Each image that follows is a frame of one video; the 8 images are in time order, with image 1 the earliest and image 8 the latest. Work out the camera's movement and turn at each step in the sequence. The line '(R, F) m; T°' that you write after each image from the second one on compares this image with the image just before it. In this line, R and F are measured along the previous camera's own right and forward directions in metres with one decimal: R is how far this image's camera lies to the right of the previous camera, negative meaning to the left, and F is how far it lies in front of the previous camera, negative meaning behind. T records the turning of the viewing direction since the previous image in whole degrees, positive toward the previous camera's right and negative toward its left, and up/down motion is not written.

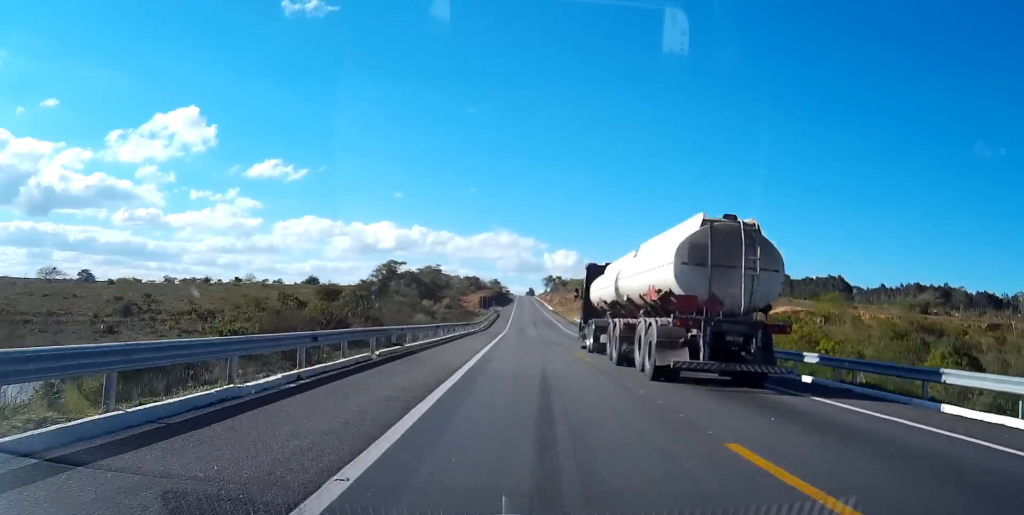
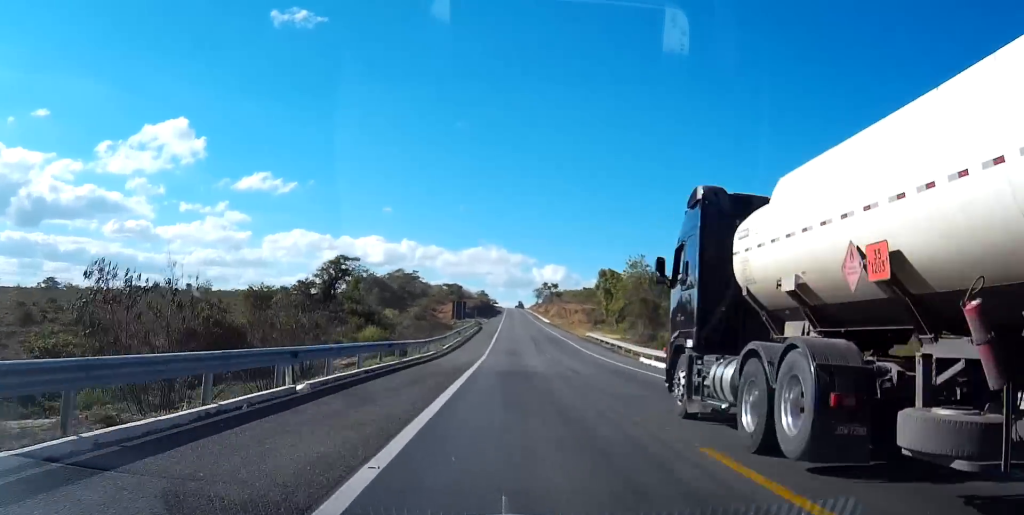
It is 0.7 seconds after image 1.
(0.0, +36.9) m; 0°
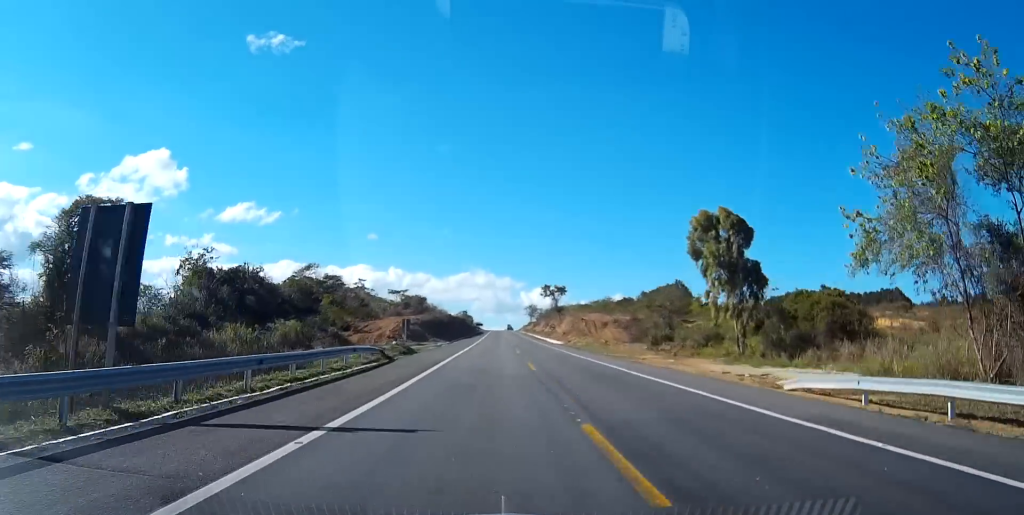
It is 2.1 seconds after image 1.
(+0.6, +70.5) m; +1°
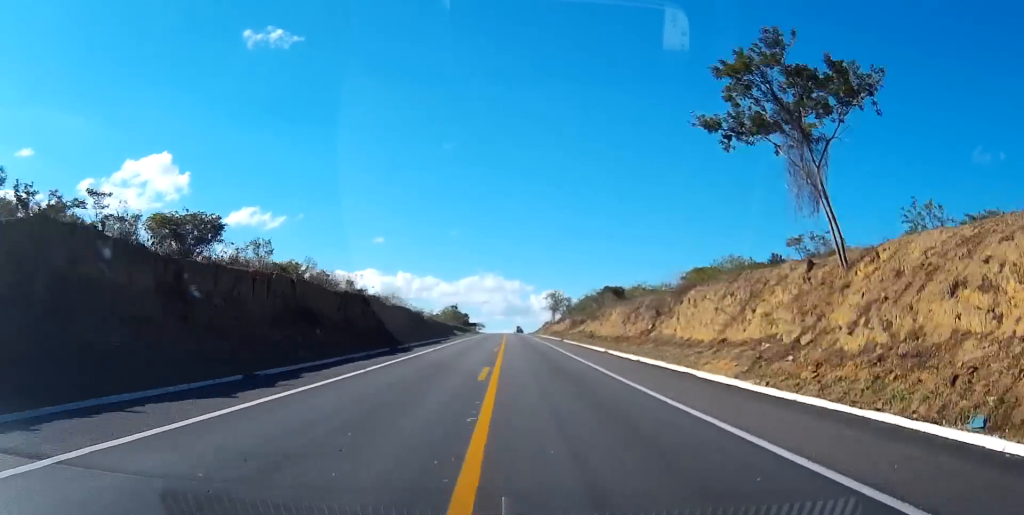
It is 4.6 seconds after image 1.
(-0.2, +121.3) m; 0°
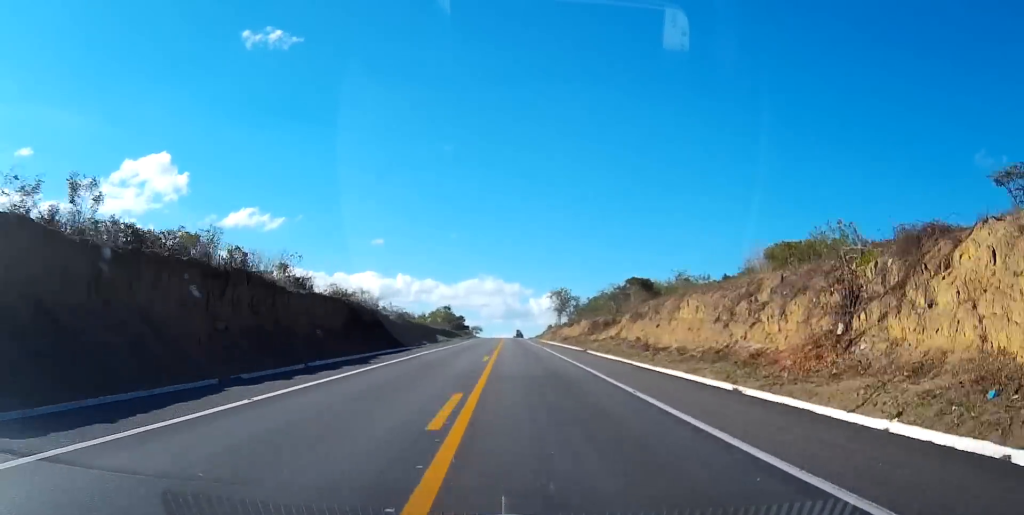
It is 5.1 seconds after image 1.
(0.0, +27.4) m; 0°
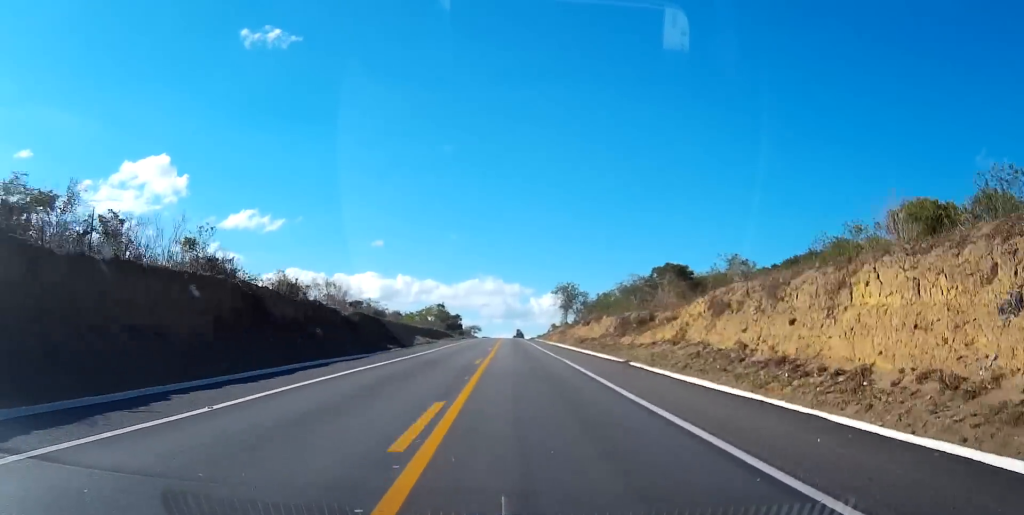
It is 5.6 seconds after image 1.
(+0.1, +20.9) m; 0°
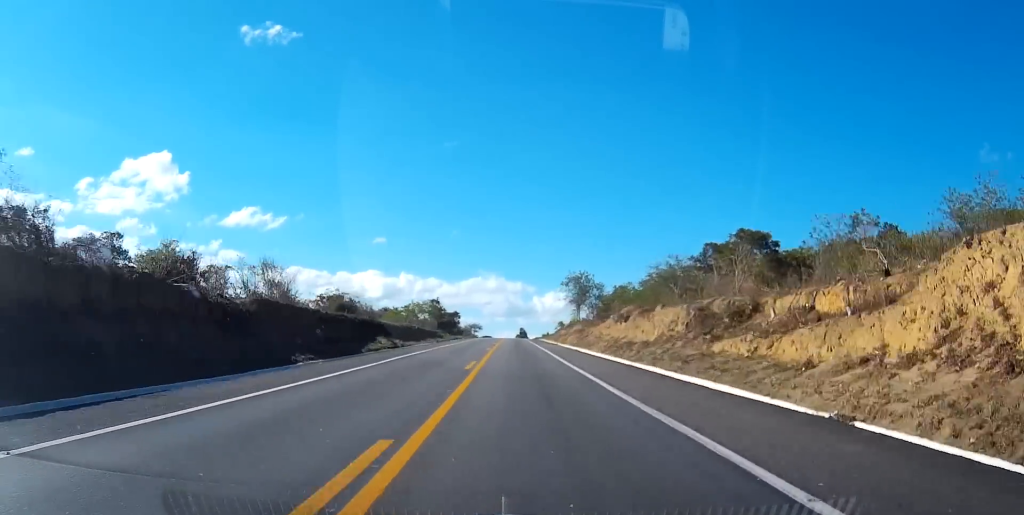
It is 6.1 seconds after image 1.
(-0.1, +23.3) m; 0°
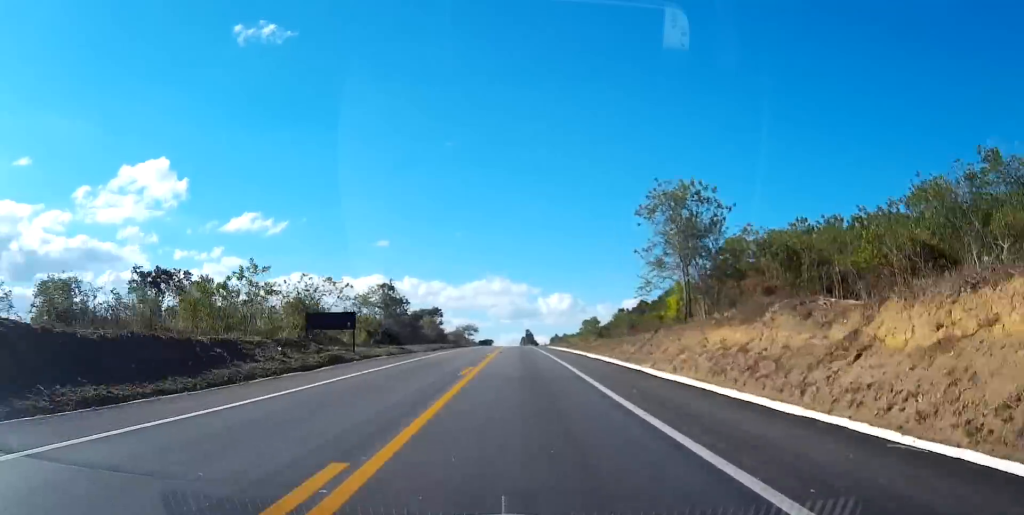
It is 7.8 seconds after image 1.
(-0.4, +79.0) m; 0°
